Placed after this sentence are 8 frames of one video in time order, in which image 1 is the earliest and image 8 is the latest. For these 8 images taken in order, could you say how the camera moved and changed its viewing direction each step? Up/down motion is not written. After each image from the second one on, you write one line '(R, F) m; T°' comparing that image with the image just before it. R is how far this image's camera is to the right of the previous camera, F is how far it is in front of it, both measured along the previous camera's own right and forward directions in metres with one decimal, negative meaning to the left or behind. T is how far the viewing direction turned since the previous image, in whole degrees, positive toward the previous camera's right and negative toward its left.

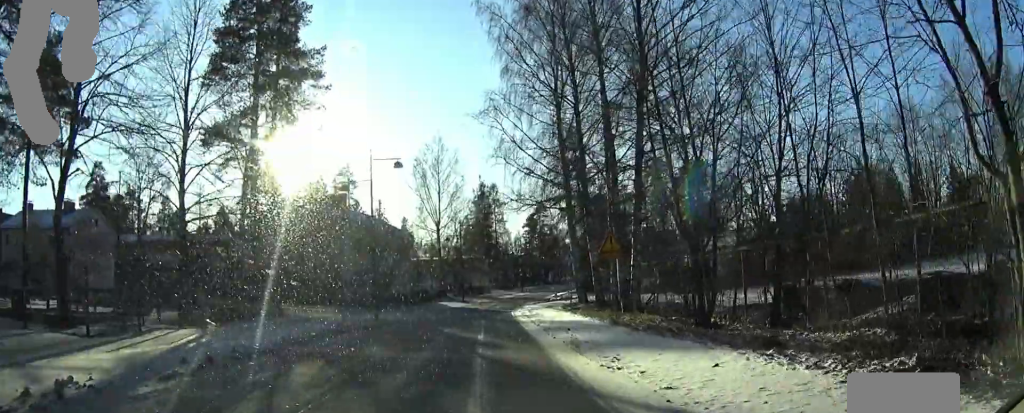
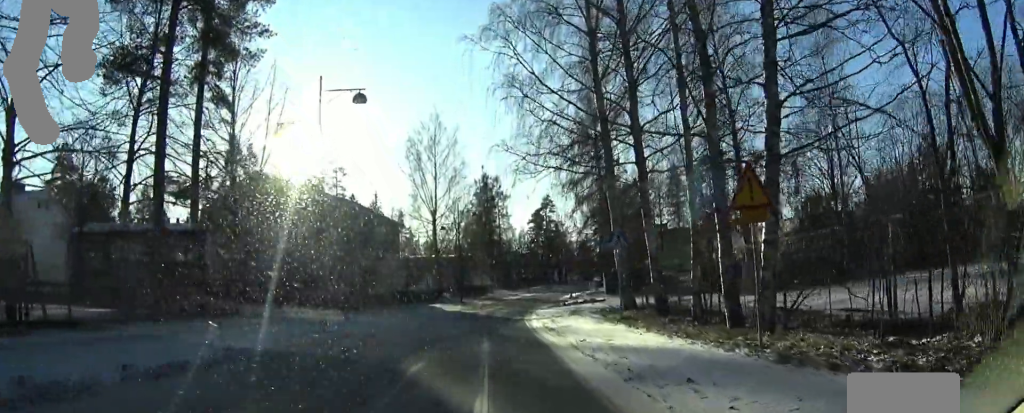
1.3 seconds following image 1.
(+0.5, +11.2) m; +1°
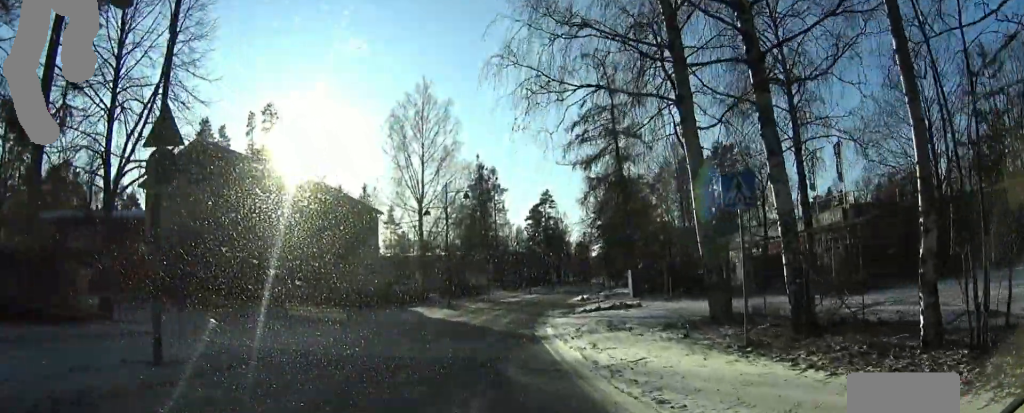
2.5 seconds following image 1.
(-0.9, +11.1) m; -2°
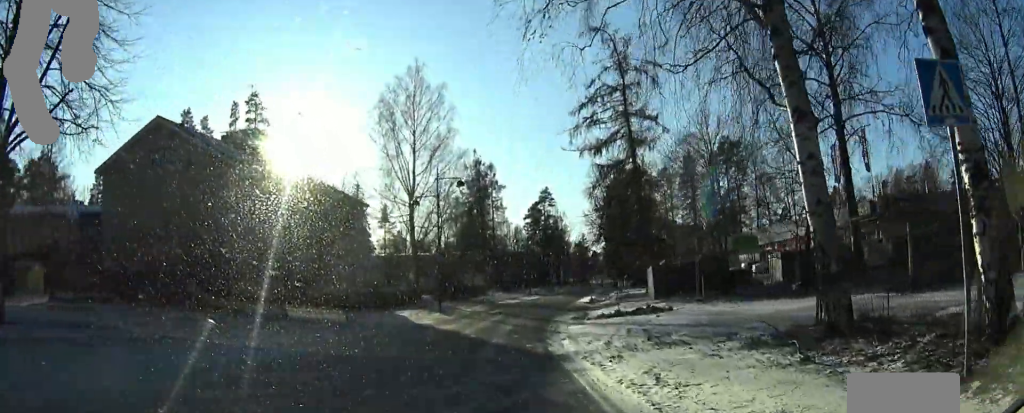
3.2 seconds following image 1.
(+0.4, +5.6) m; +2°
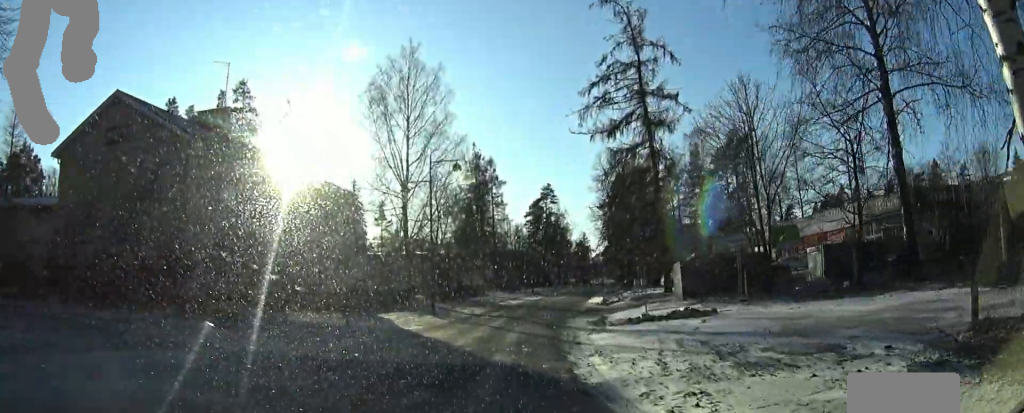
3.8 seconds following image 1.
(+0.3, +4.8) m; +2°
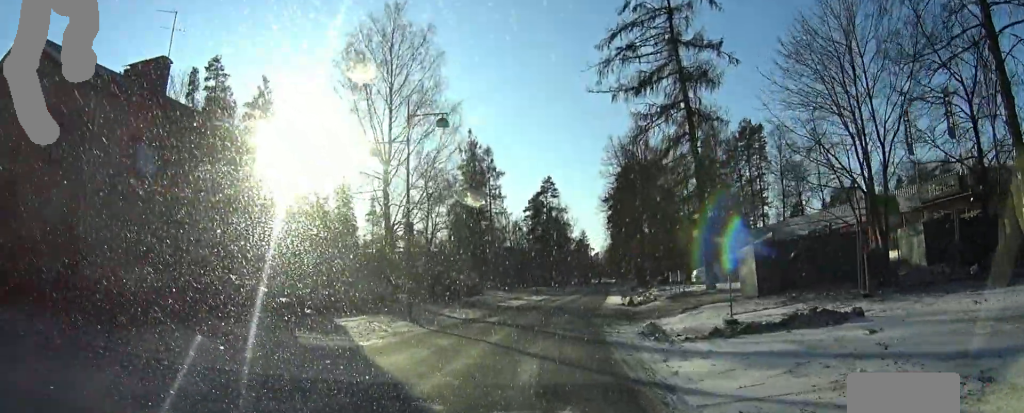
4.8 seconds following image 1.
(-0.3, +8.1) m; +3°
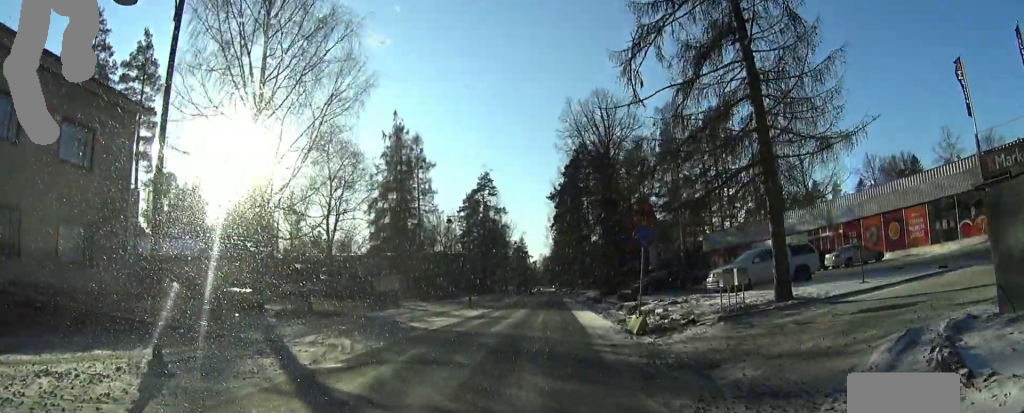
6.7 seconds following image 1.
(+1.9, +15.0) m; +6°
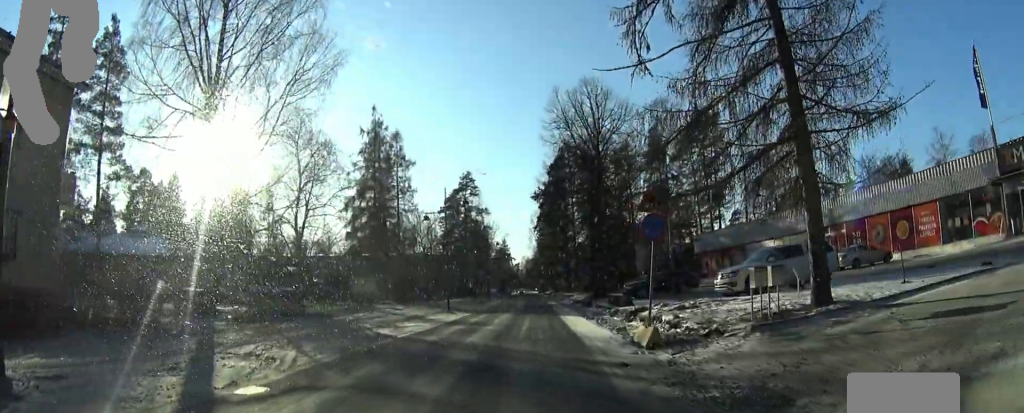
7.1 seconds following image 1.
(-0.2, +3.6) m; -2°
